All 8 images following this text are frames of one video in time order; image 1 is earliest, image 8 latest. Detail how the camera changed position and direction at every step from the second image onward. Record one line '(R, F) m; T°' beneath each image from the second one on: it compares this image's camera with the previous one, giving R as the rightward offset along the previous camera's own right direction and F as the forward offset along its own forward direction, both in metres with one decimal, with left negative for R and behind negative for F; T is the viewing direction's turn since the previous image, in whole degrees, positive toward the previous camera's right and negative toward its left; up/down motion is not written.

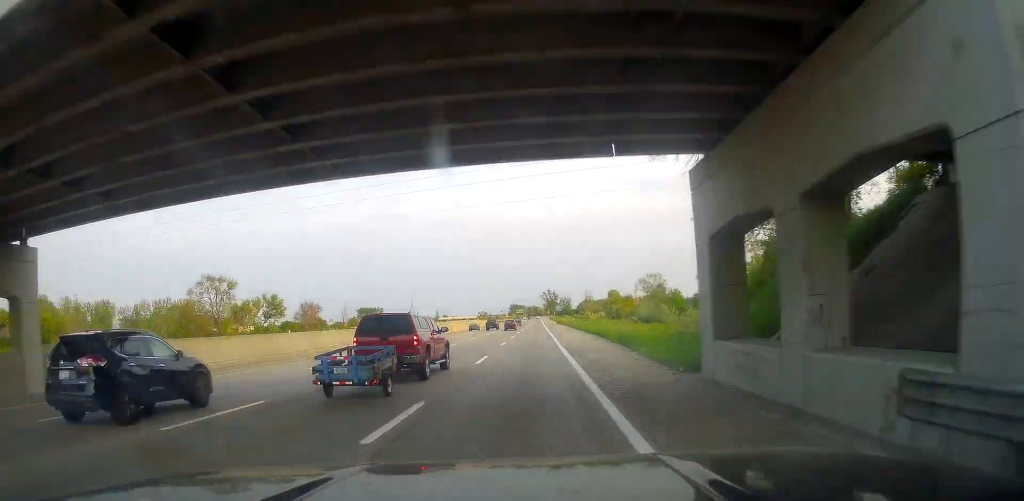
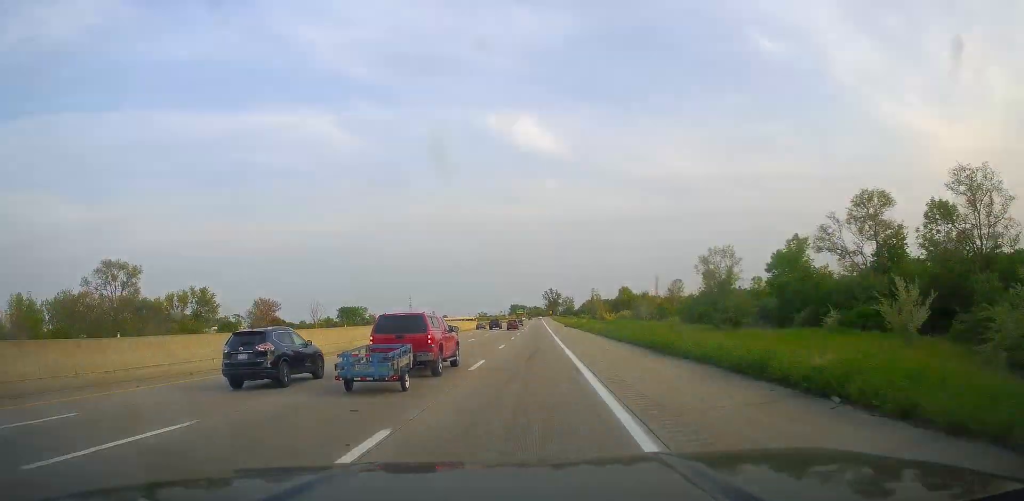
(+0.6, +33.8) m; 0°
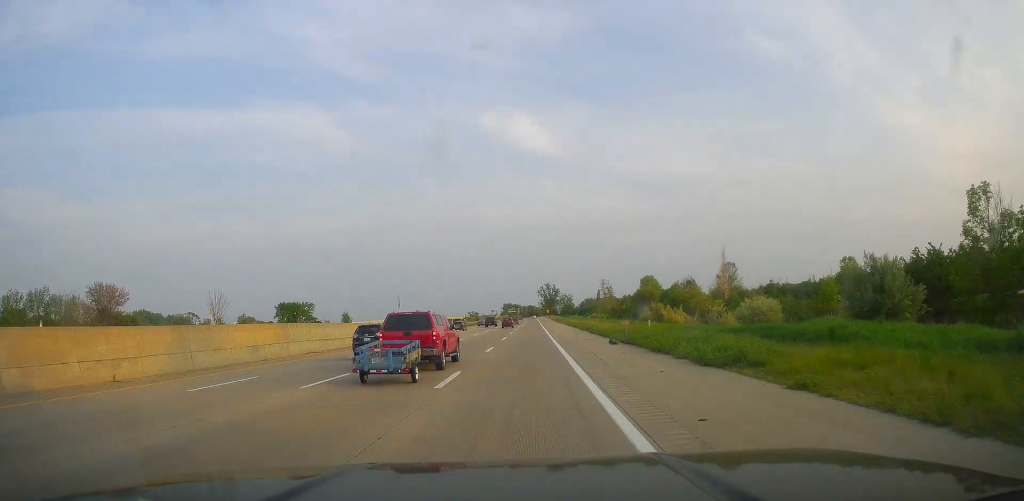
(-0.7, +65.7) m; +1°
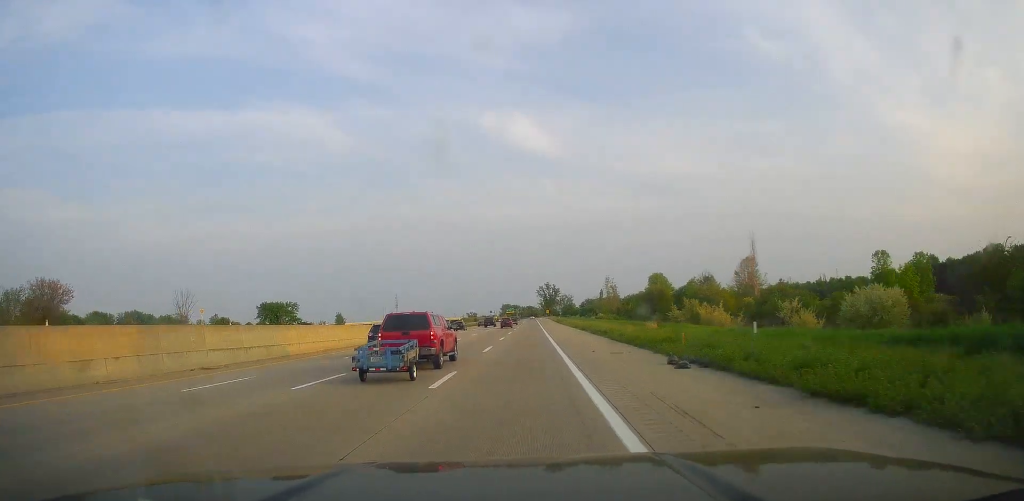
(+0.1, +15.3) m; 0°
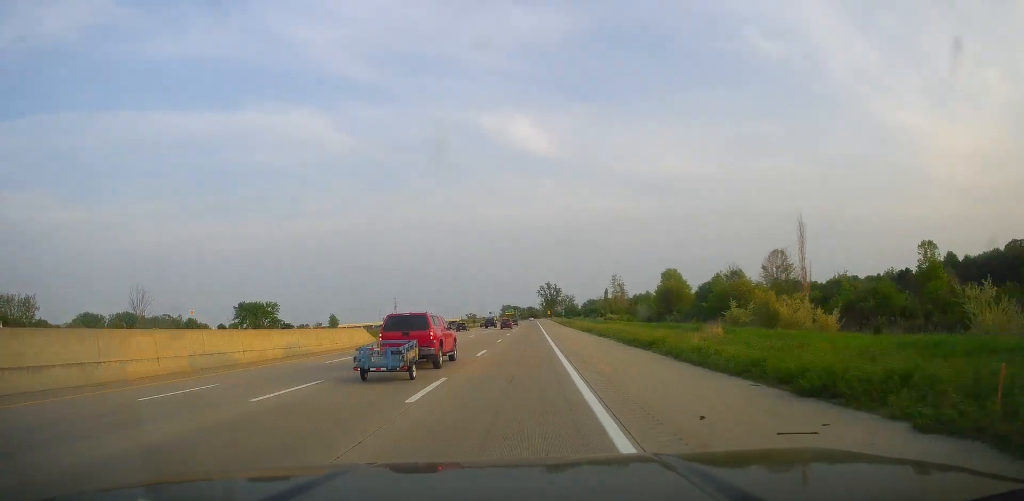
(+0.2, +17.5) m; 0°
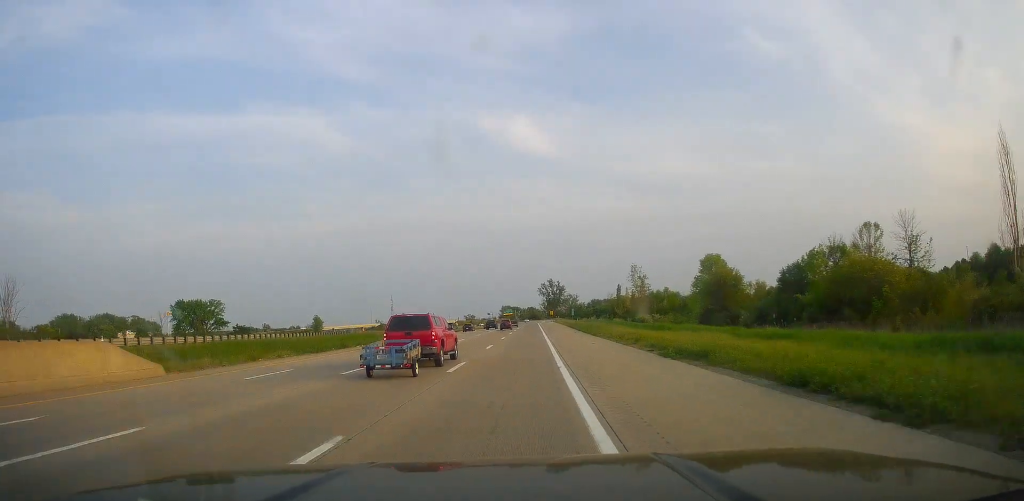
(+0.1, +38.3) m; -1°
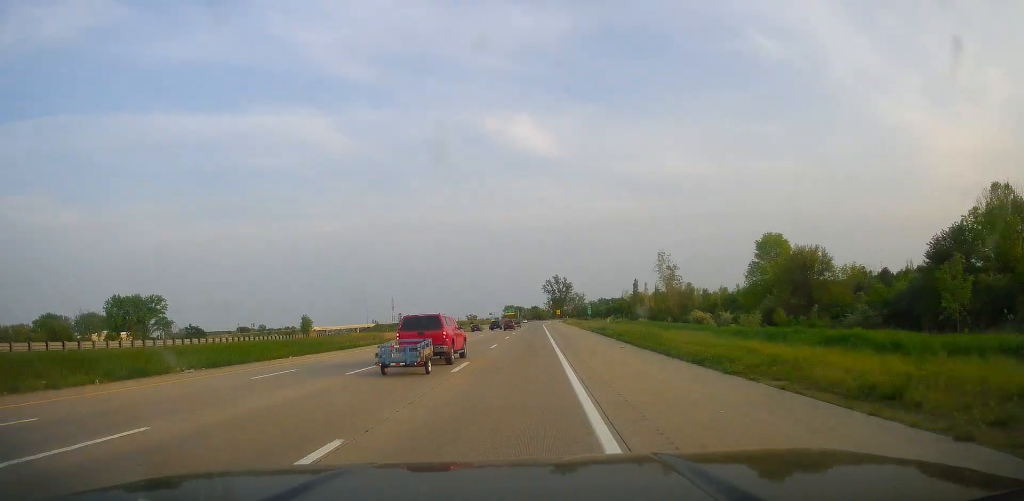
(-0.4, +30.7) m; -1°
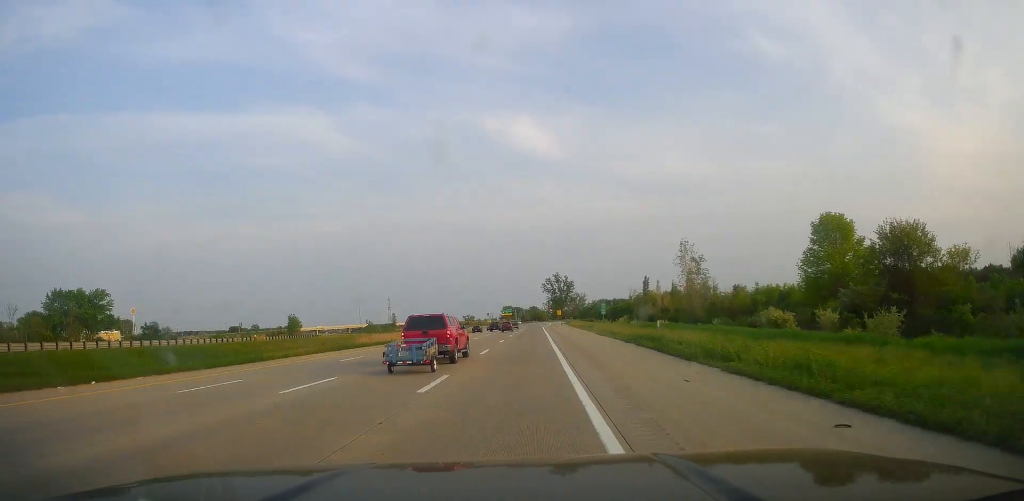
(-0.2, +20.9) m; 0°
